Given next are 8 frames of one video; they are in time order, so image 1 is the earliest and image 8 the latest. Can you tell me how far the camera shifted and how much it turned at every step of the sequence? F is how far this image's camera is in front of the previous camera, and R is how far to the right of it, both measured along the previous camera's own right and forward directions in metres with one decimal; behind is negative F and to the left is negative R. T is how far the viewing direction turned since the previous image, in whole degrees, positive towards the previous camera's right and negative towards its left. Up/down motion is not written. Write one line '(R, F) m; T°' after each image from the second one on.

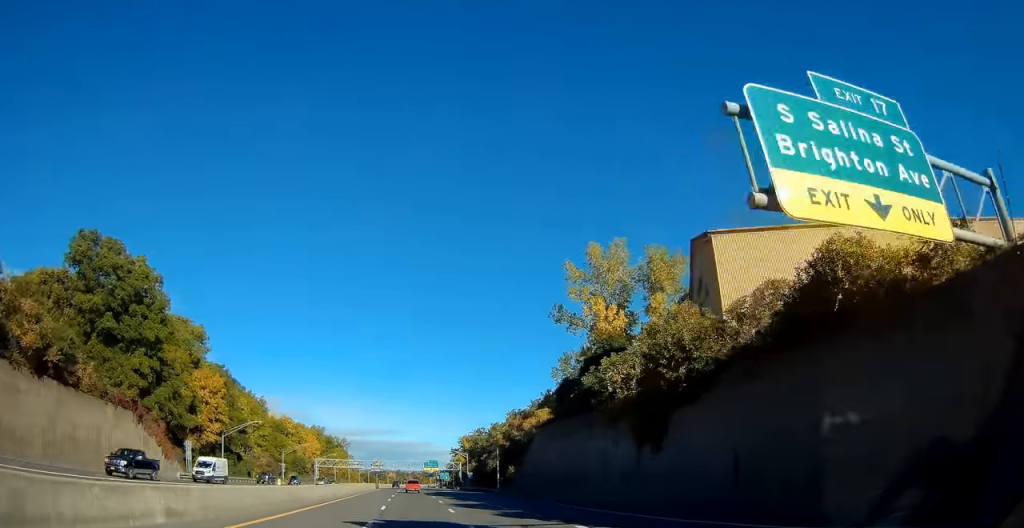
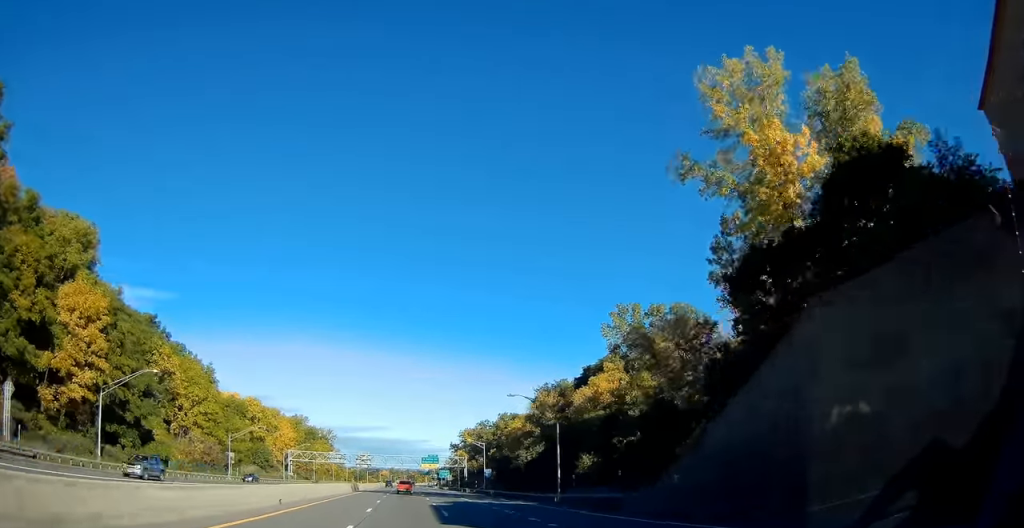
(+0.3, +37.9) m; +1°
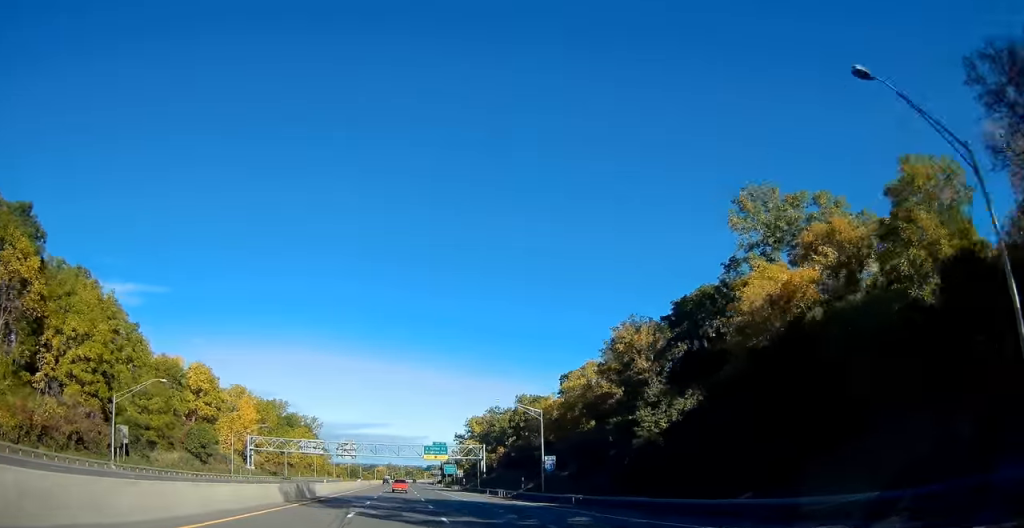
(+0.7, +41.2) m; +1°
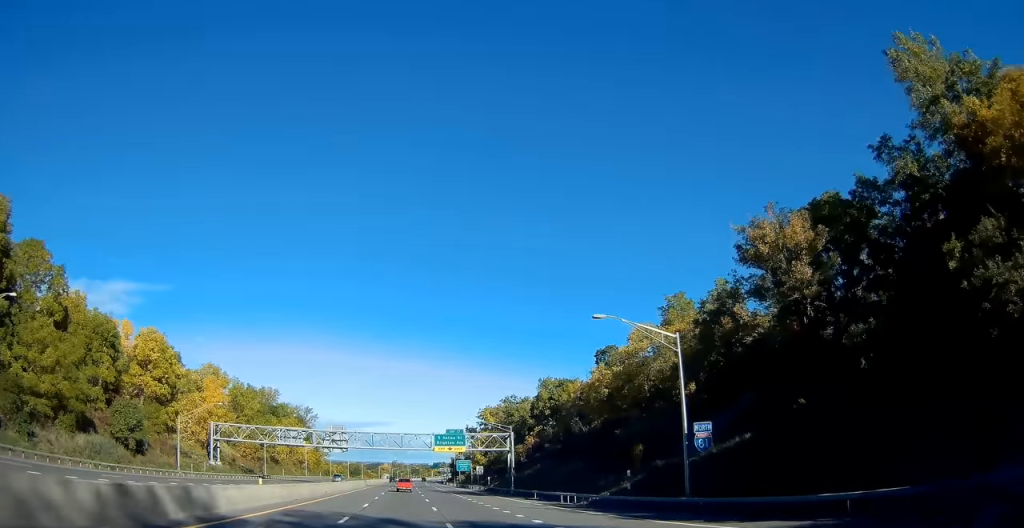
(-0.1, +27.2) m; 0°
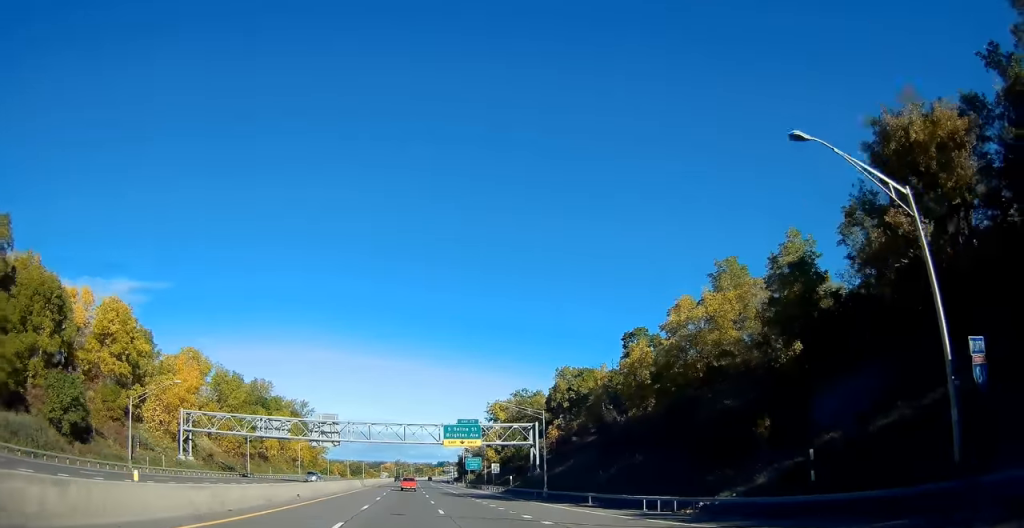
(-0.2, +15.3) m; 0°
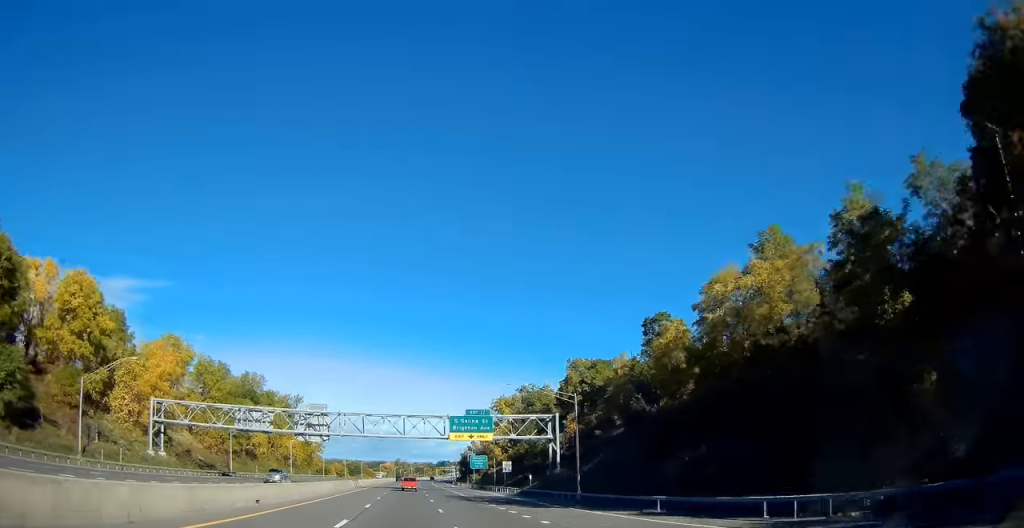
(+0.1, +11.0) m; 0°
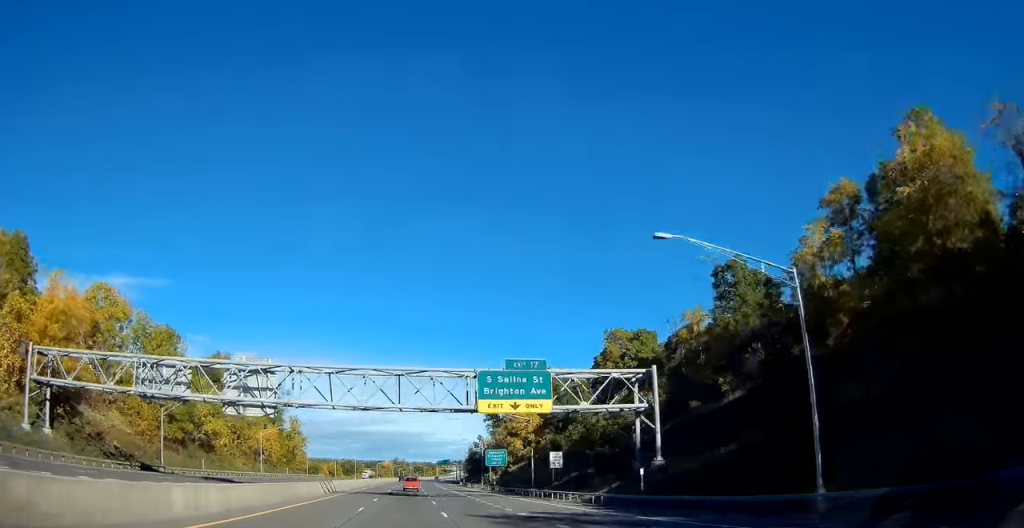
(+0.1, +28.4) m; 0°
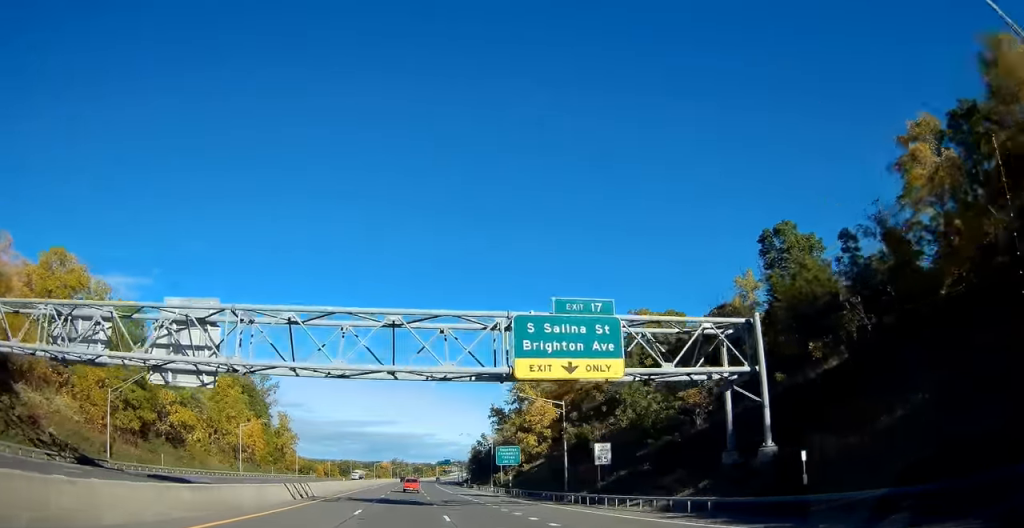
(-0.1, +14.1) m; 0°
